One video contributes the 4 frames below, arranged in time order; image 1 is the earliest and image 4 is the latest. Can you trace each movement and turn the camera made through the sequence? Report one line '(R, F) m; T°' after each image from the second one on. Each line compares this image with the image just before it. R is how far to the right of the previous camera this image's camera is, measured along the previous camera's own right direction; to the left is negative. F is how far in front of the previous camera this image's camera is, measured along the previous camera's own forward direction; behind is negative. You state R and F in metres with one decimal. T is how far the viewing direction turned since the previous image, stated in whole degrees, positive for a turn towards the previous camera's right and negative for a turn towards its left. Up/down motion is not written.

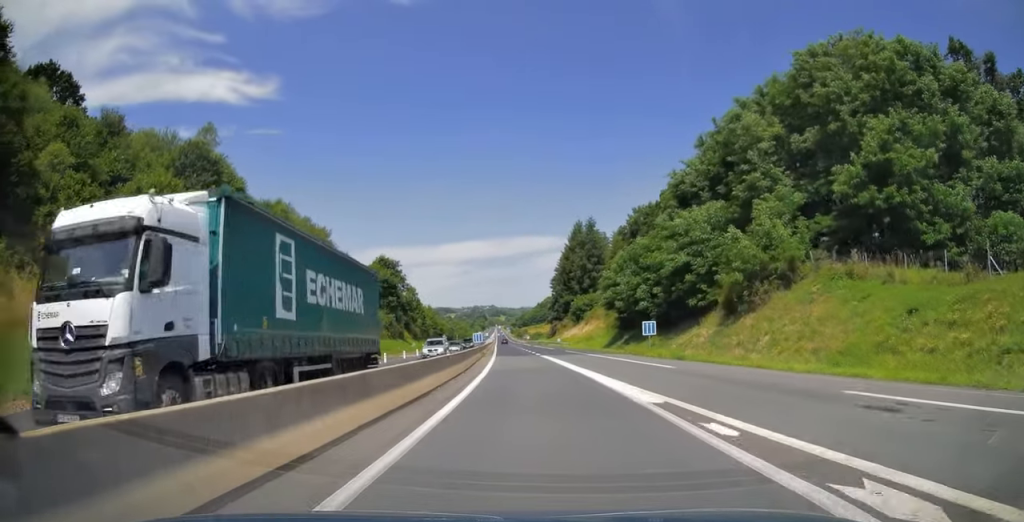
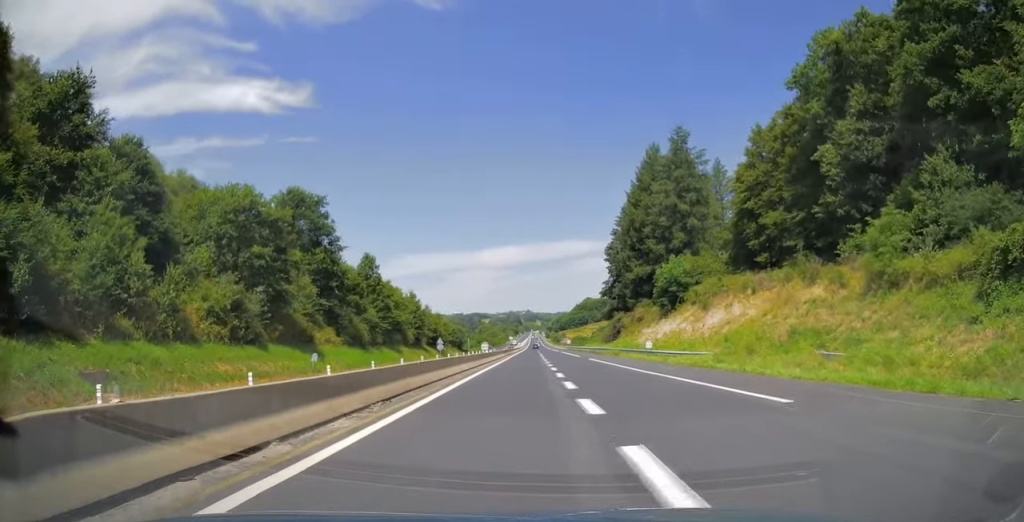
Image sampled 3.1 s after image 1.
(-4.7, +65.2) m; -6°
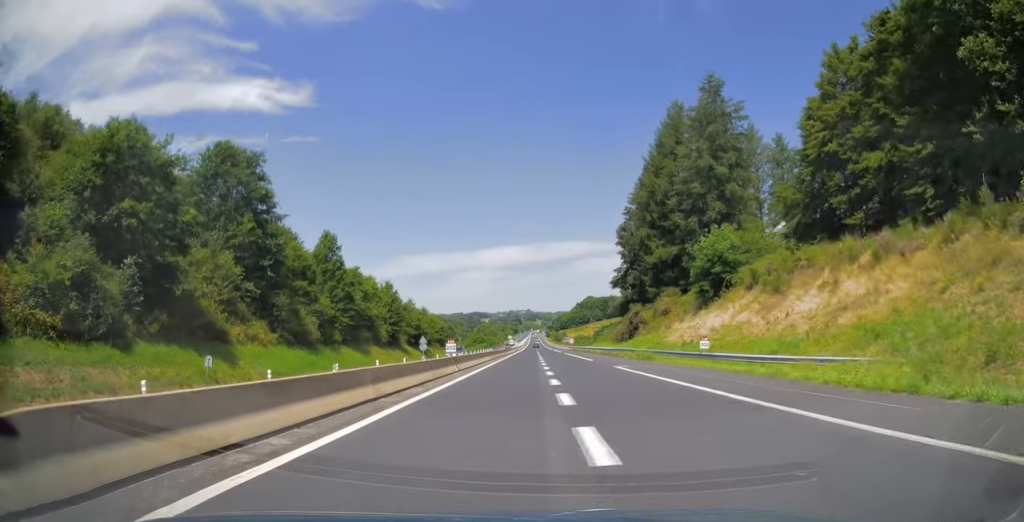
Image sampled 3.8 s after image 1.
(0.0, +16.9) m; 0°
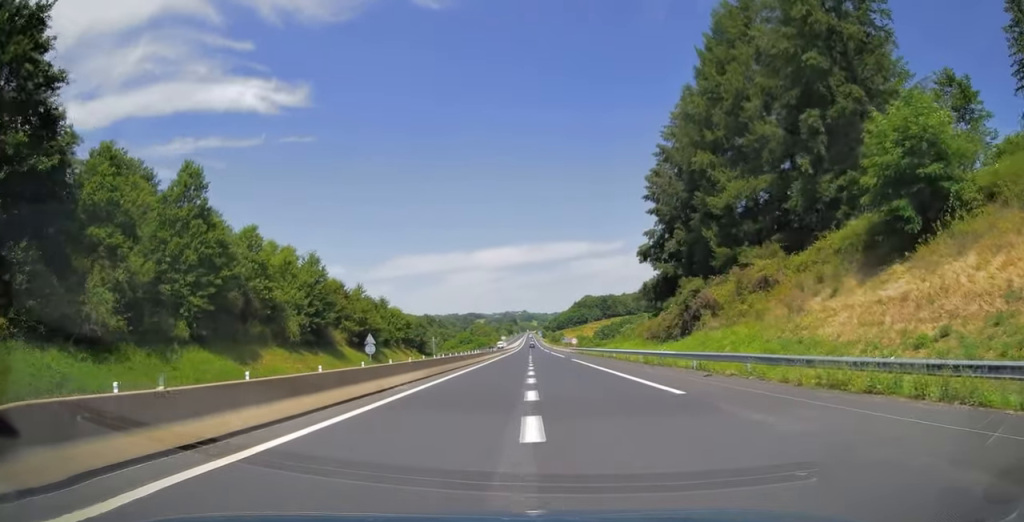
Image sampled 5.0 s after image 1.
(+0.1, +30.3) m; 0°
